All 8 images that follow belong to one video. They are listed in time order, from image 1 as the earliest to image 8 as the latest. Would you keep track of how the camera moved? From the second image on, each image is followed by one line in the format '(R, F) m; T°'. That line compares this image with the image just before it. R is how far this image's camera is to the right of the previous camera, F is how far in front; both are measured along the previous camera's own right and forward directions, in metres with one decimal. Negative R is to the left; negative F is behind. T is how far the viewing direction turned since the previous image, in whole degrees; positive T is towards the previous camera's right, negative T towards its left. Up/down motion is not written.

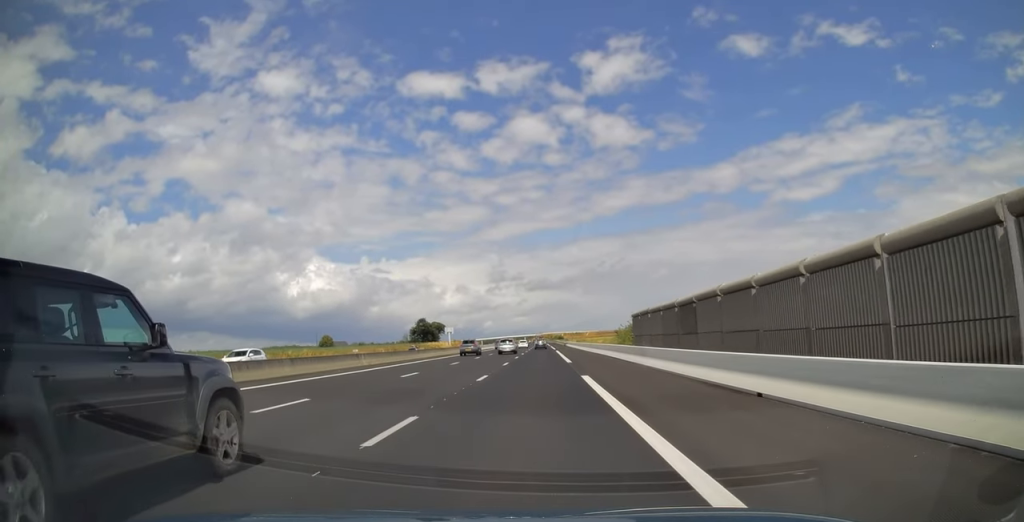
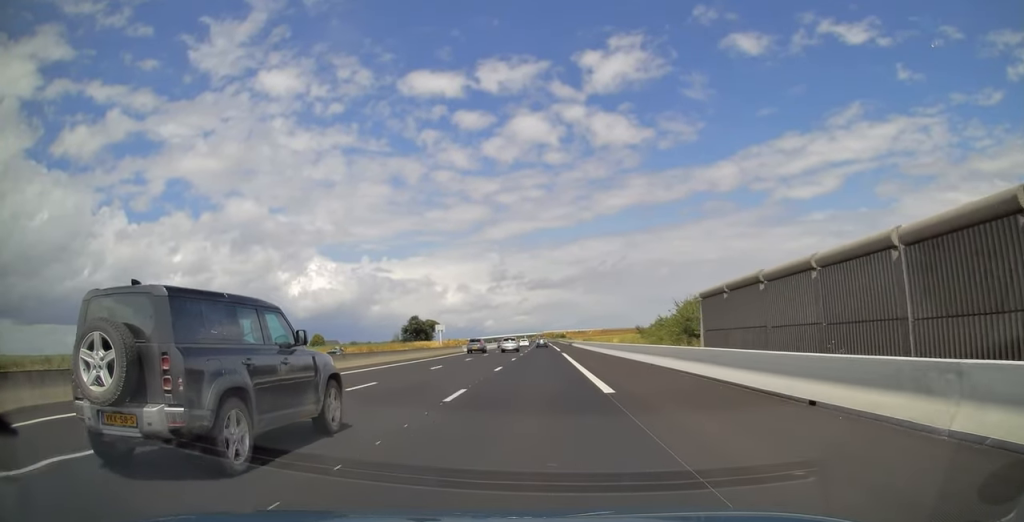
(0.0, +20.6) m; 0°
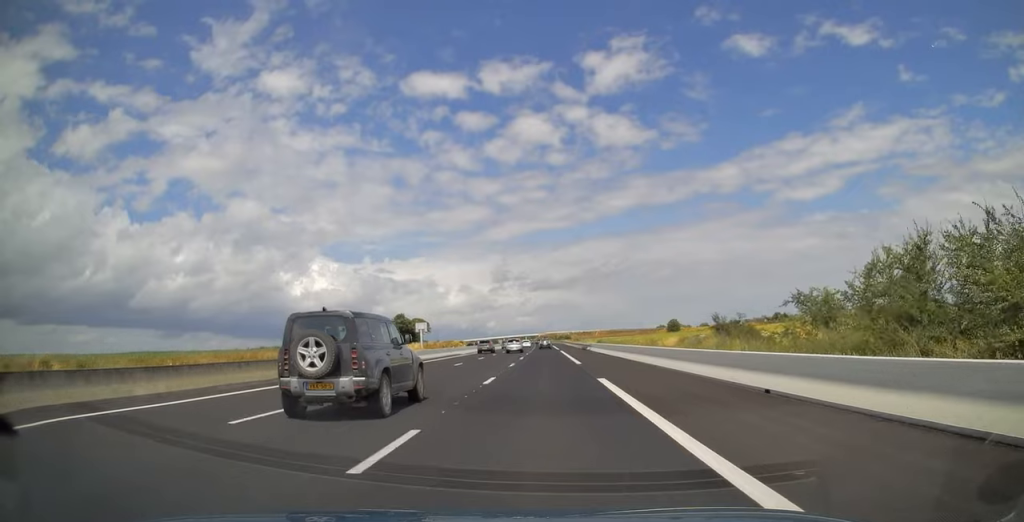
(-0.1, +33.5) m; 0°
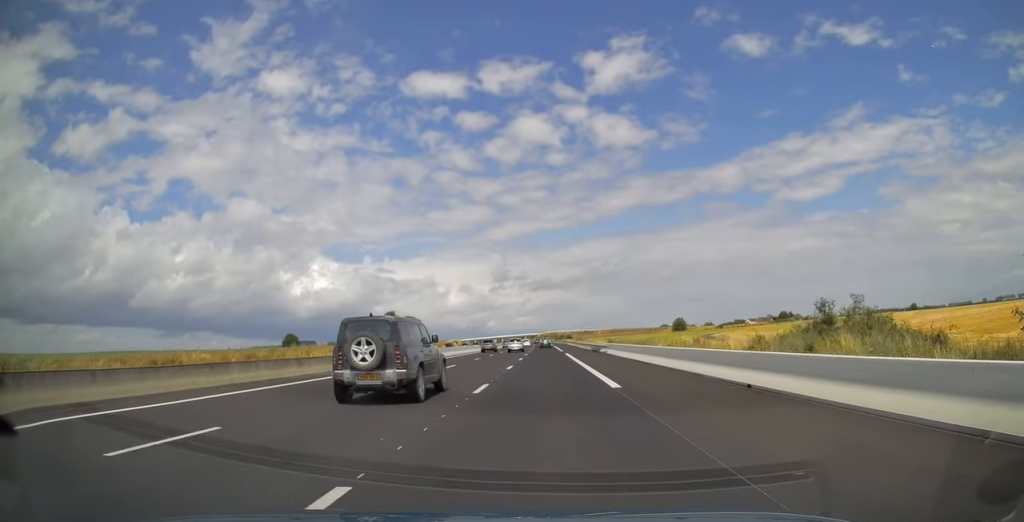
(0.0, +16.8) m; 0°
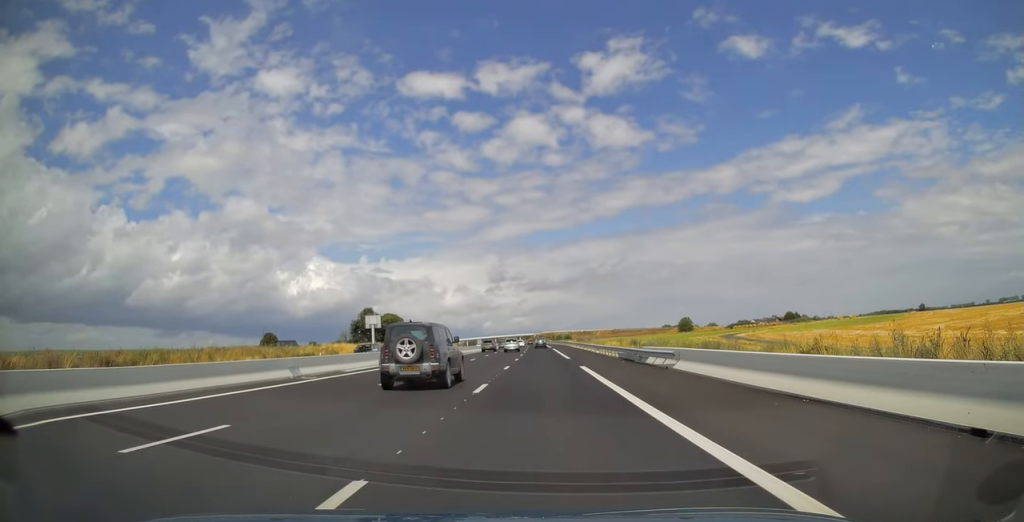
(0.0, +26.0) m; 0°
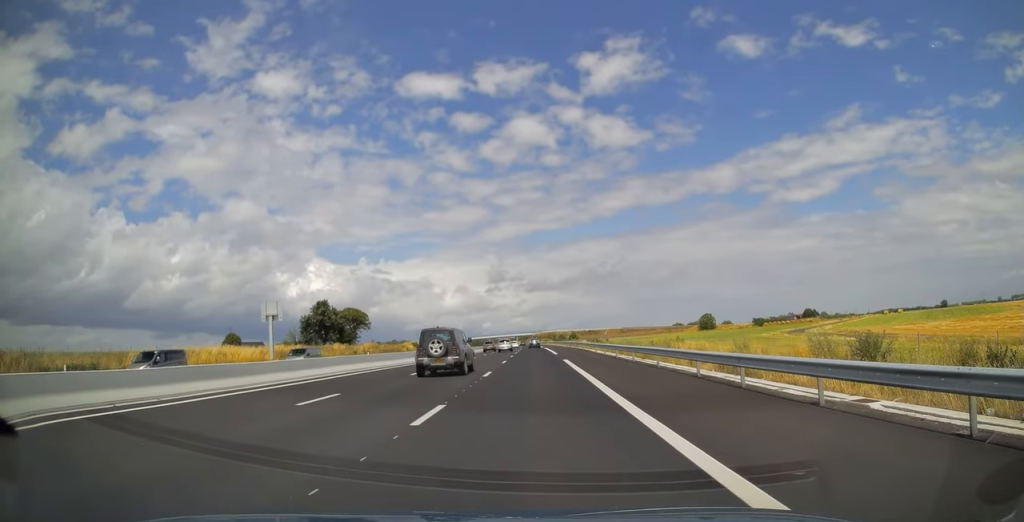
(+0.1, +45.5) m; 0°
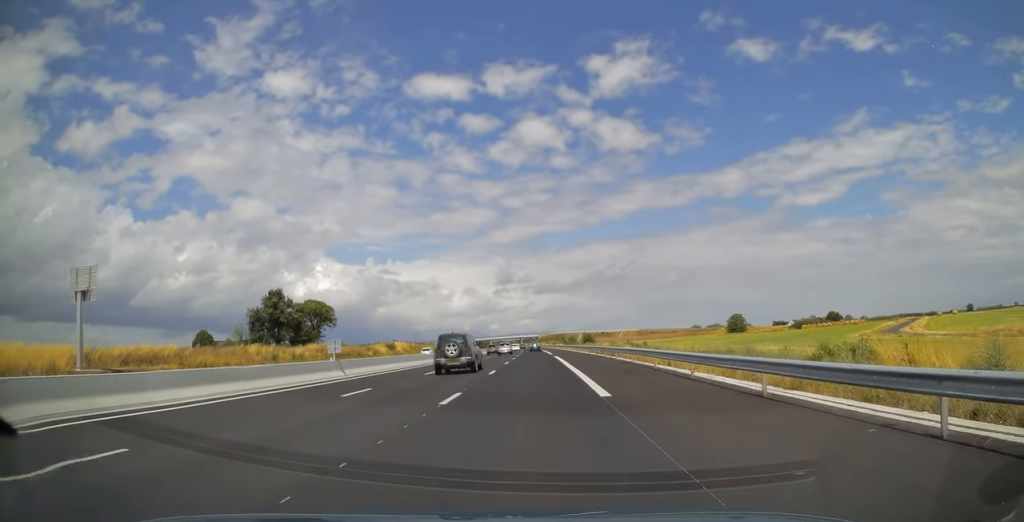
(-0.1, +35.7) m; 0°
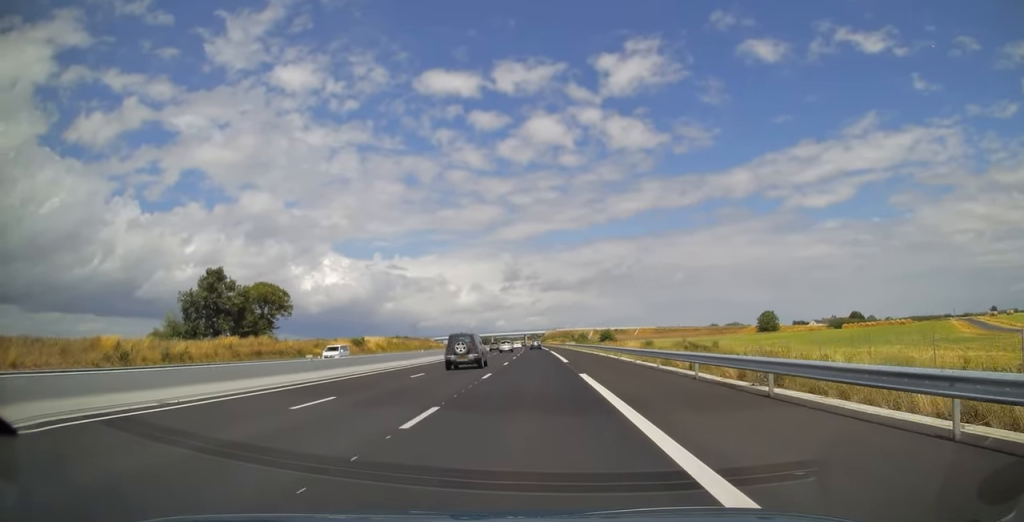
(0.0, +30.3) m; 0°
